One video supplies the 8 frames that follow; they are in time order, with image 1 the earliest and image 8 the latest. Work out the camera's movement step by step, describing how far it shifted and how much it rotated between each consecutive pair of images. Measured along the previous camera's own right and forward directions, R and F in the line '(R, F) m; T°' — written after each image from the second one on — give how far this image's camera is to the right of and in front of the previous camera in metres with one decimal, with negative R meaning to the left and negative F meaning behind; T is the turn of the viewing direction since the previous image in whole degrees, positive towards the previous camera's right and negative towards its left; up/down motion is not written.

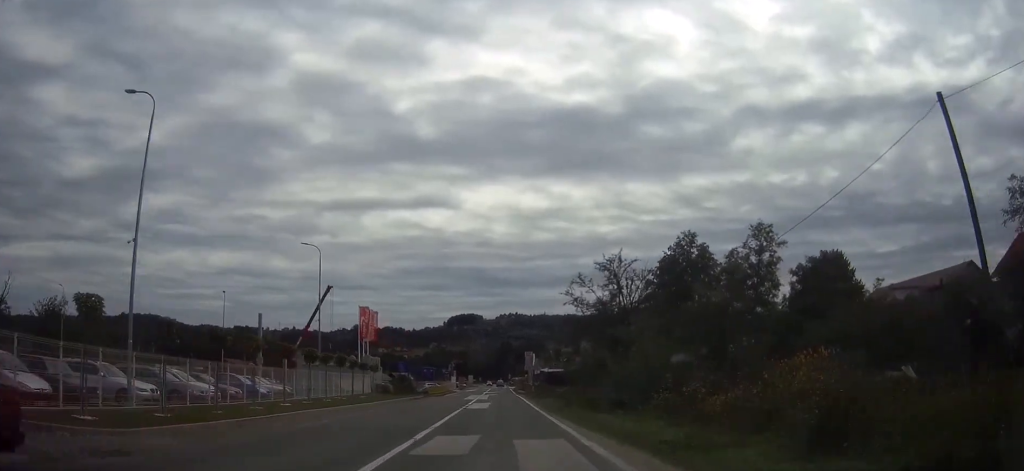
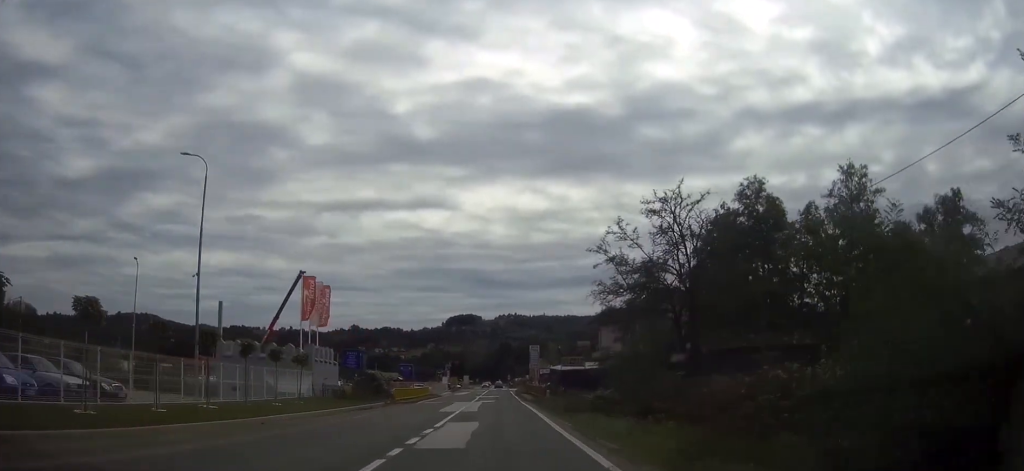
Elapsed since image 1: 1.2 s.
(0.0, +19.3) m; 0°
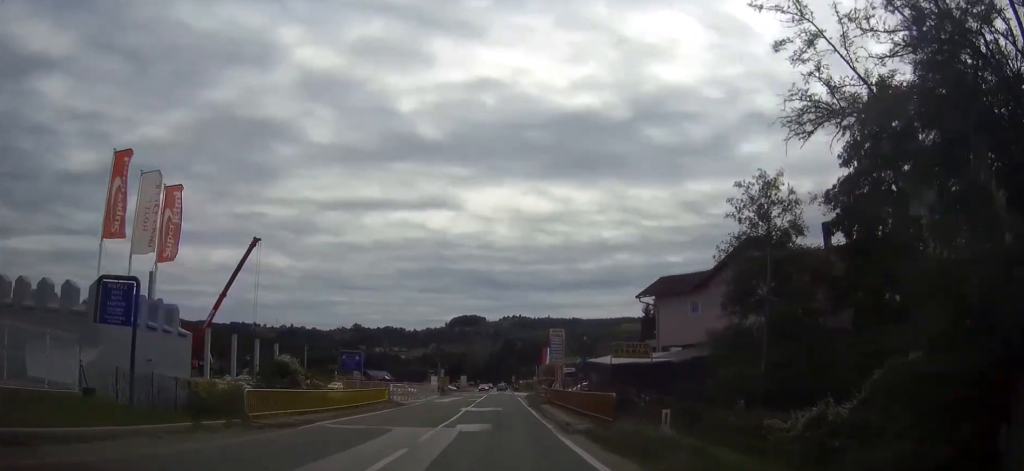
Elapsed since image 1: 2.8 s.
(0.0, +25.5) m; 0°
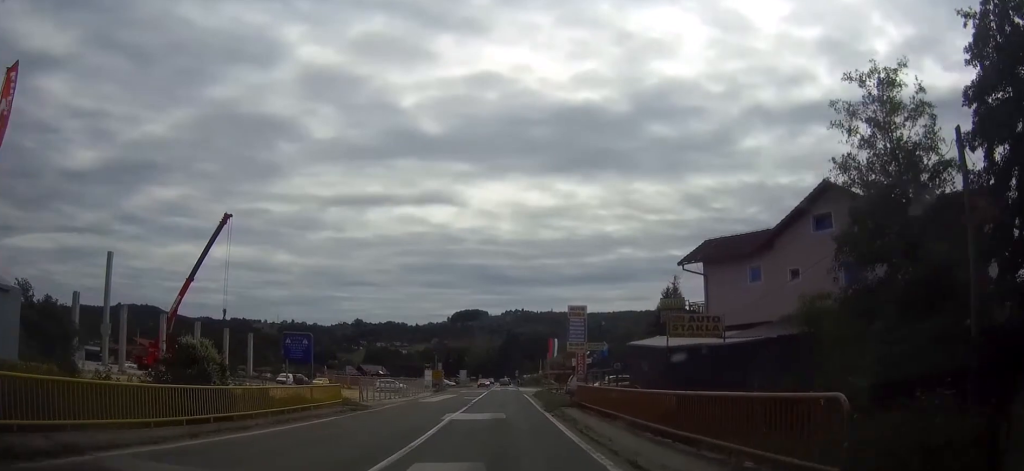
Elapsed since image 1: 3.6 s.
(0.0, +11.3) m; 0°
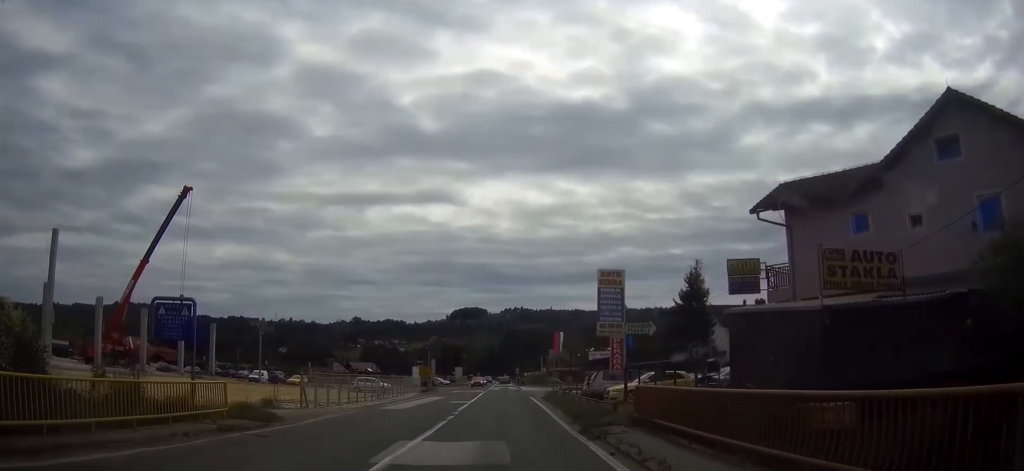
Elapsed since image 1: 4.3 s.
(0.0, +12.0) m; 0°
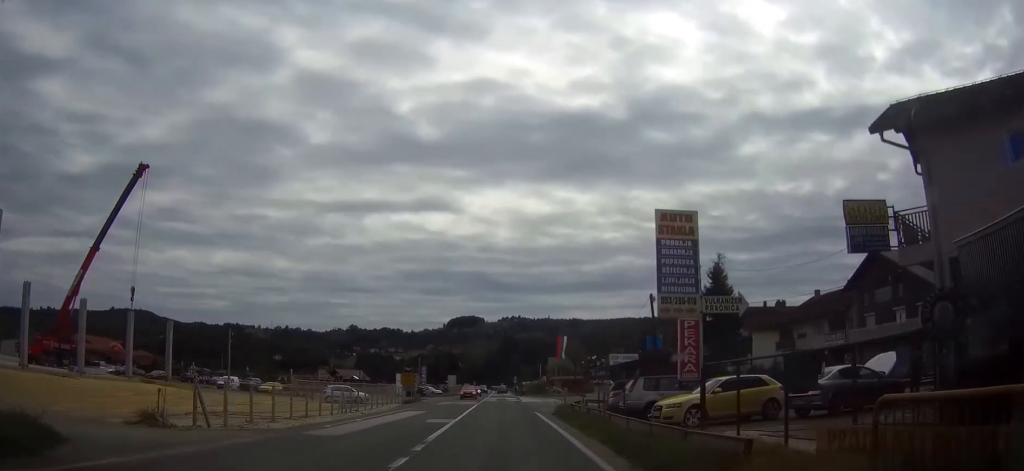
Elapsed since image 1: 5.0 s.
(0.0, +10.5) m; 0°
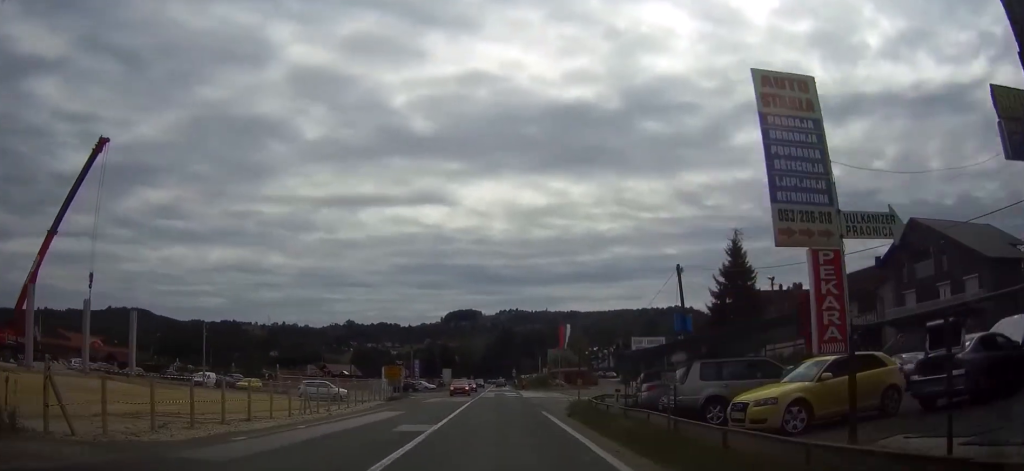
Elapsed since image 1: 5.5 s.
(0.0, +7.3) m; 0°
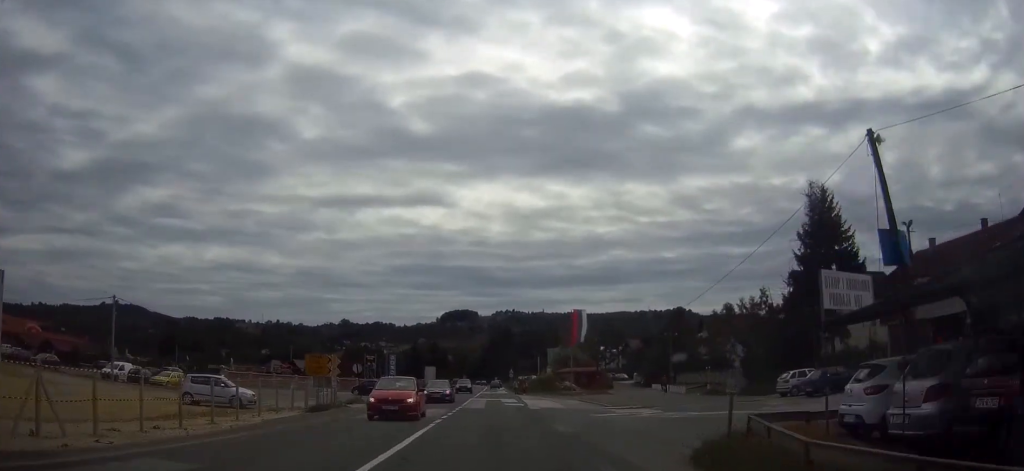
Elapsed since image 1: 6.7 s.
(+0.1, +19.0) m; 0°
